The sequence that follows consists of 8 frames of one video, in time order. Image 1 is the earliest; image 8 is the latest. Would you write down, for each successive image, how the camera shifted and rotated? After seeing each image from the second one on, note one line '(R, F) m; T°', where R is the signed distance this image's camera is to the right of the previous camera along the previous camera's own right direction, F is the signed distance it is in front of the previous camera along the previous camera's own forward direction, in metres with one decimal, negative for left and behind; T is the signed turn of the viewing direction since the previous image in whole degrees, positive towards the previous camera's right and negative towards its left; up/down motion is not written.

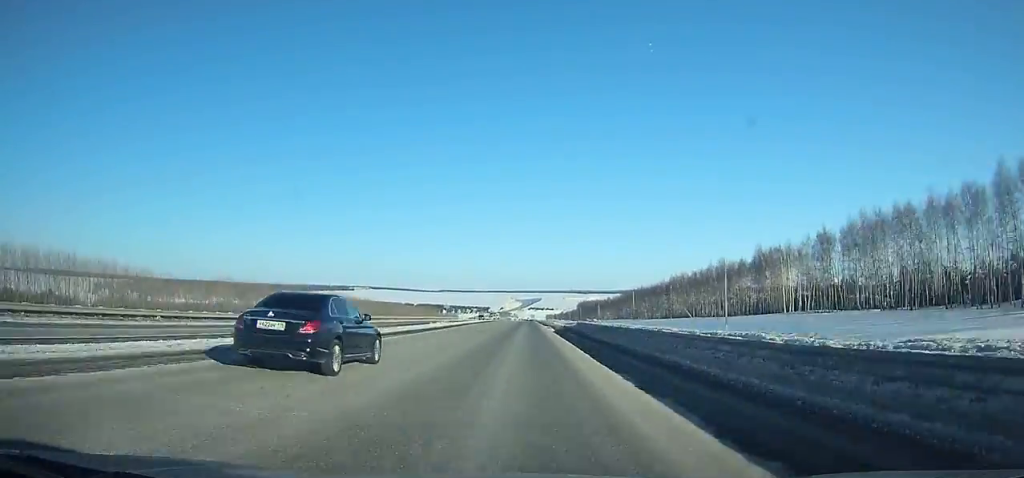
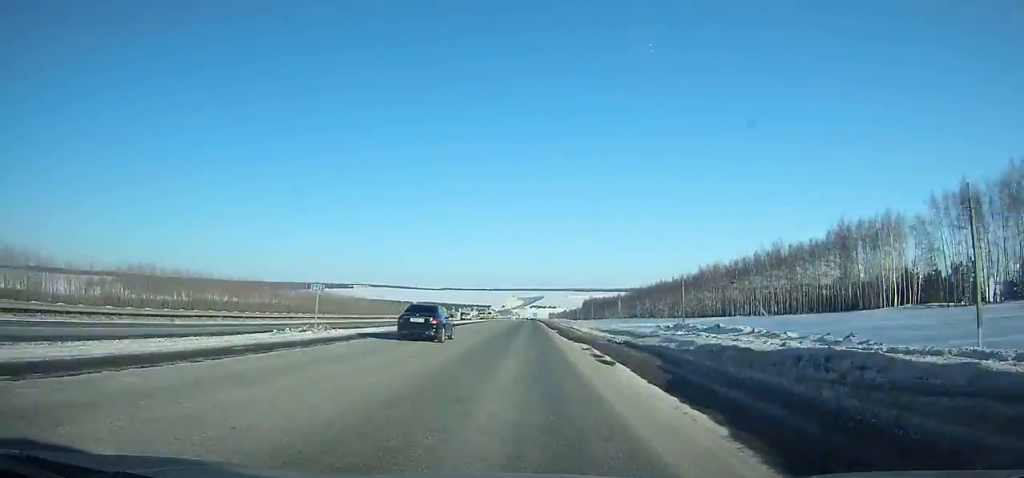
(0.0, +43.1) m; 0°
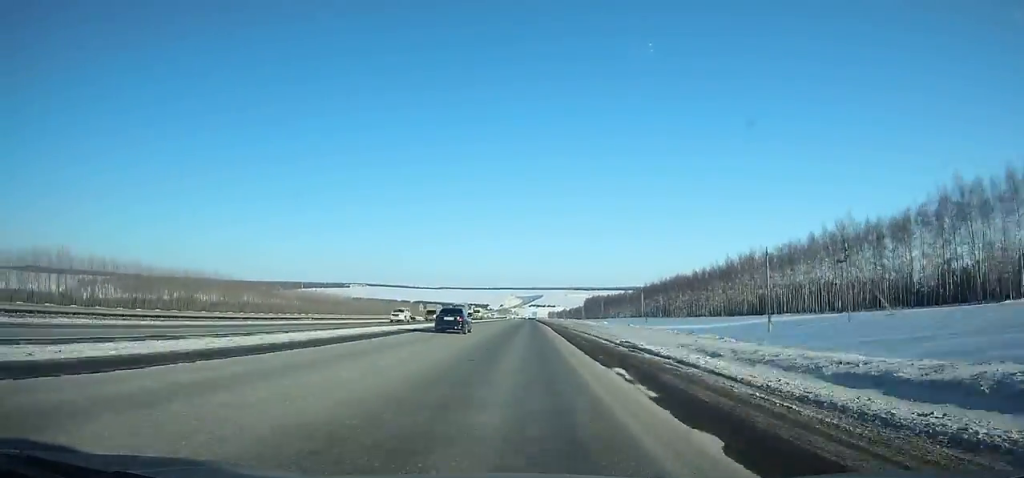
(+0.1, +34.6) m; 0°
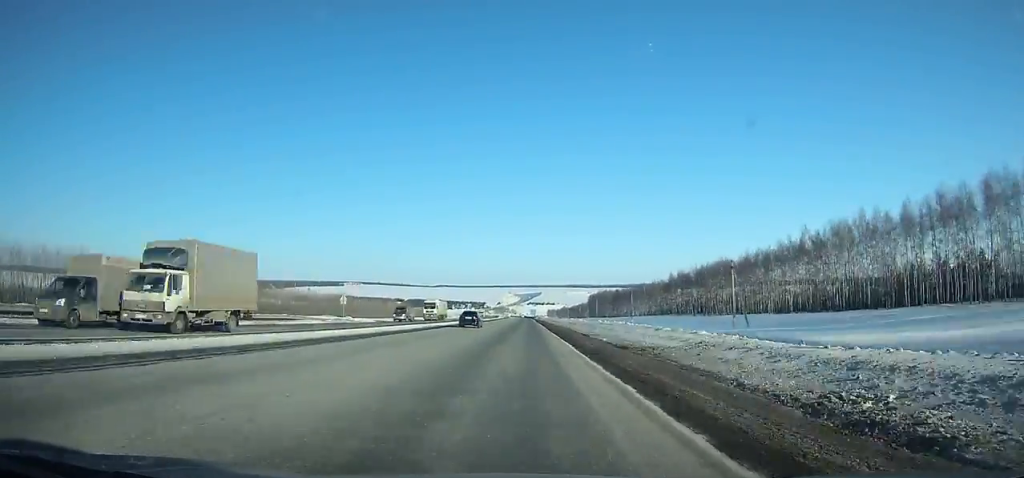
(0.0, +57.4) m; 0°
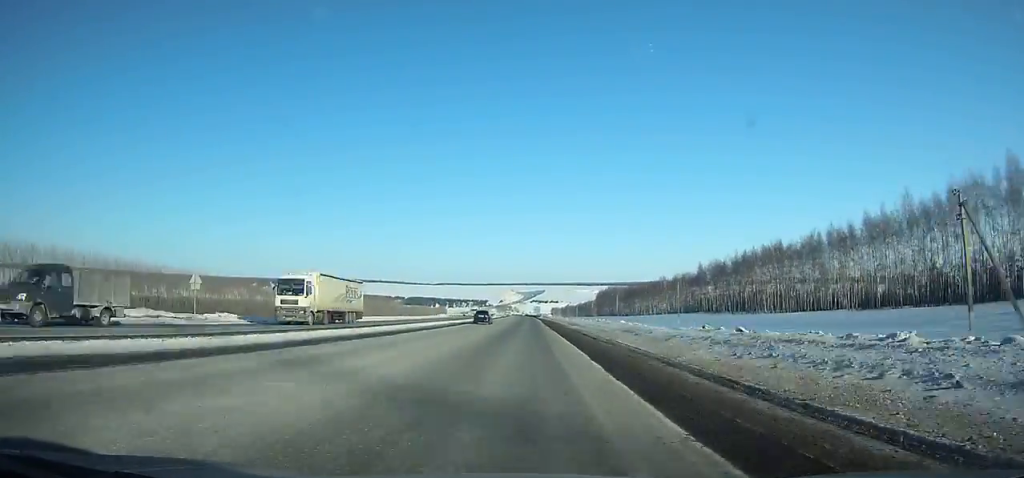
(0.0, +39.9) m; 0°
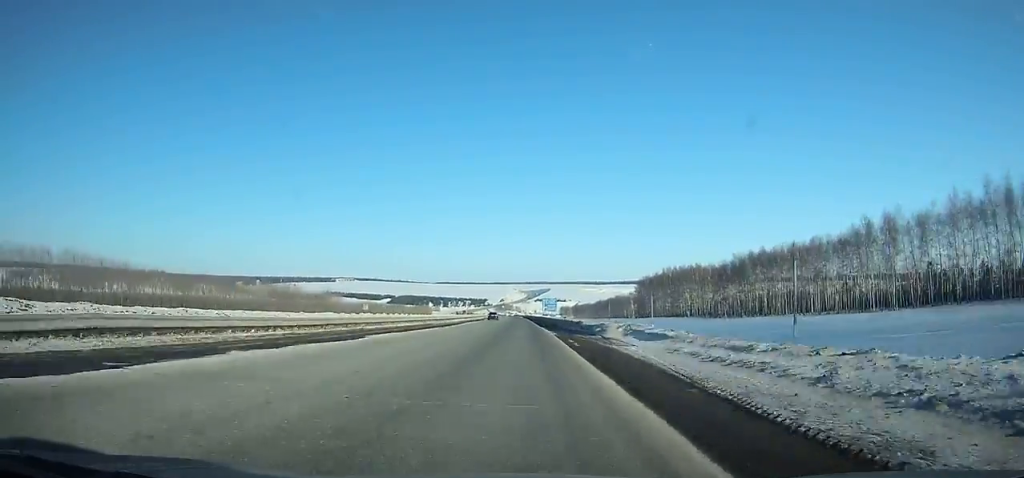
(-0.6, +174.3) m; -1°
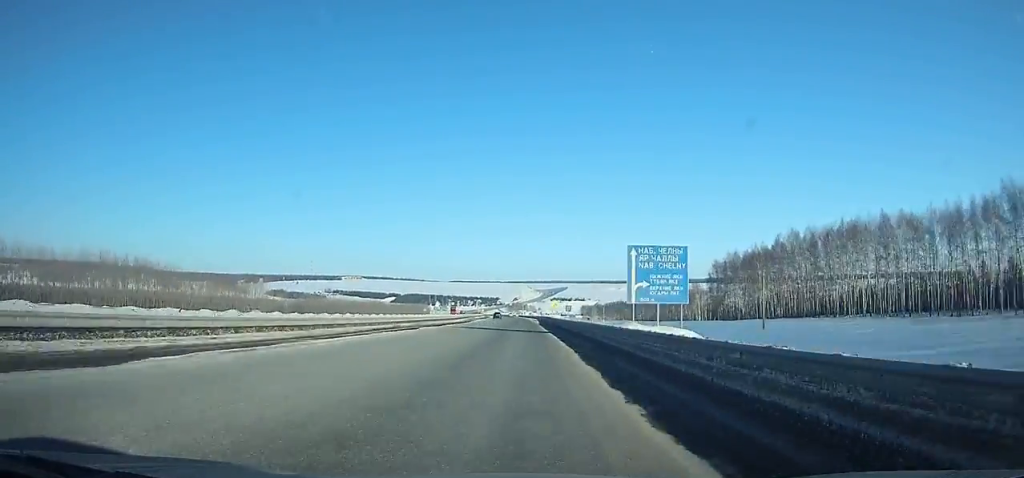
(-1.2, +119.0) m; -1°
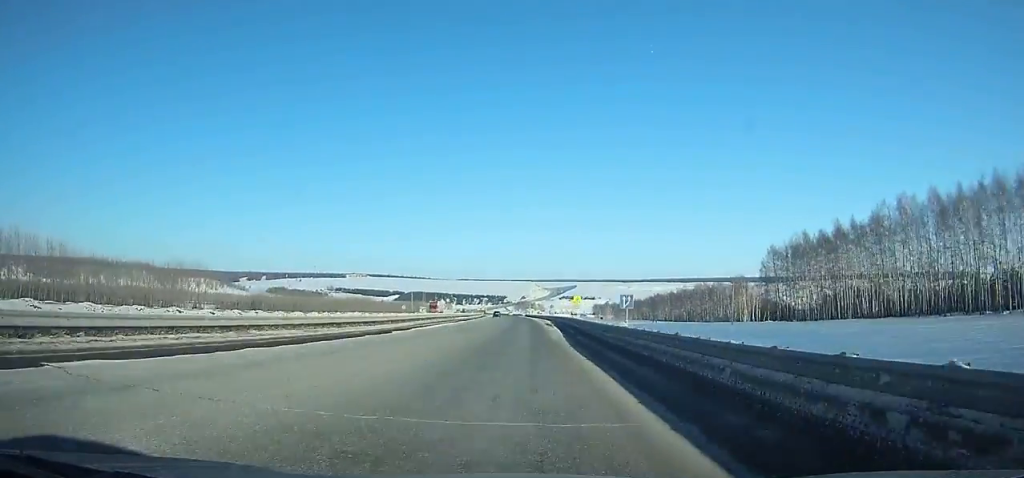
(-0.4, +44.5) m; -1°
